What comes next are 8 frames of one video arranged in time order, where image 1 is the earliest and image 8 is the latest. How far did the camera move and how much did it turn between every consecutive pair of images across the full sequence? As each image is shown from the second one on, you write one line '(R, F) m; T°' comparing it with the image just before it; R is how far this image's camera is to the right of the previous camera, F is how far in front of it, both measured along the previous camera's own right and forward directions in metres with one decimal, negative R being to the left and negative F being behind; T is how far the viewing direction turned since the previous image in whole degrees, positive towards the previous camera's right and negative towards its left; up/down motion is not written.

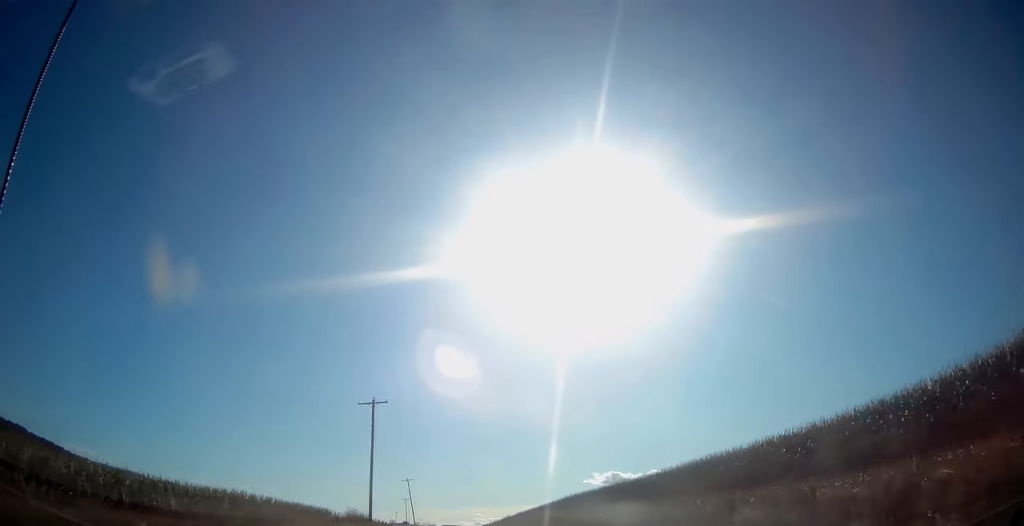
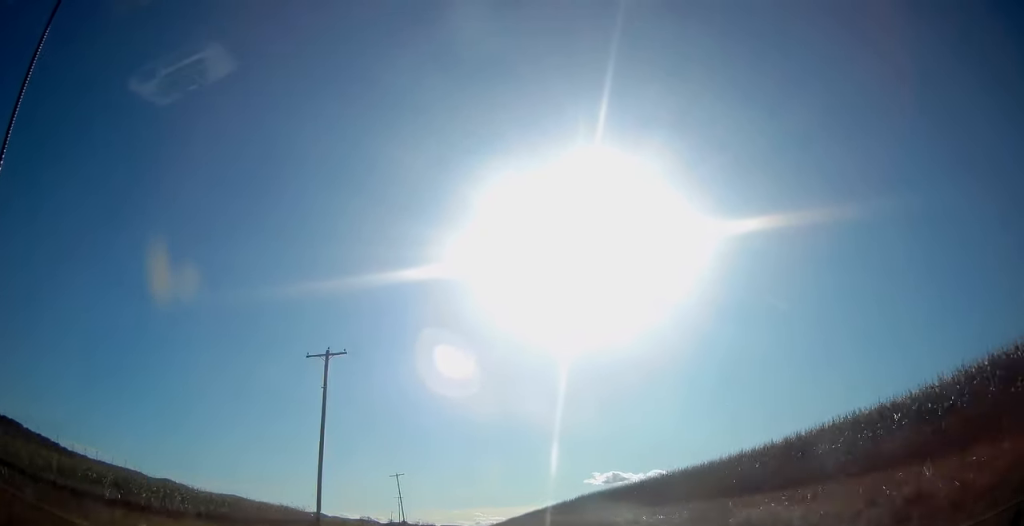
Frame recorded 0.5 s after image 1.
(-0.1, +13.6) m; 0°
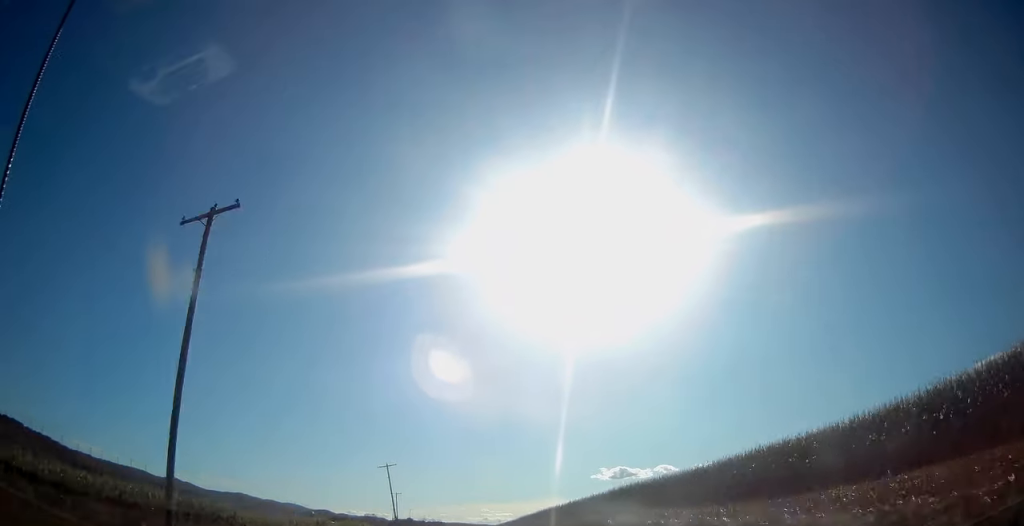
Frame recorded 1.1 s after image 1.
(-0.2, +15.3) m; 0°
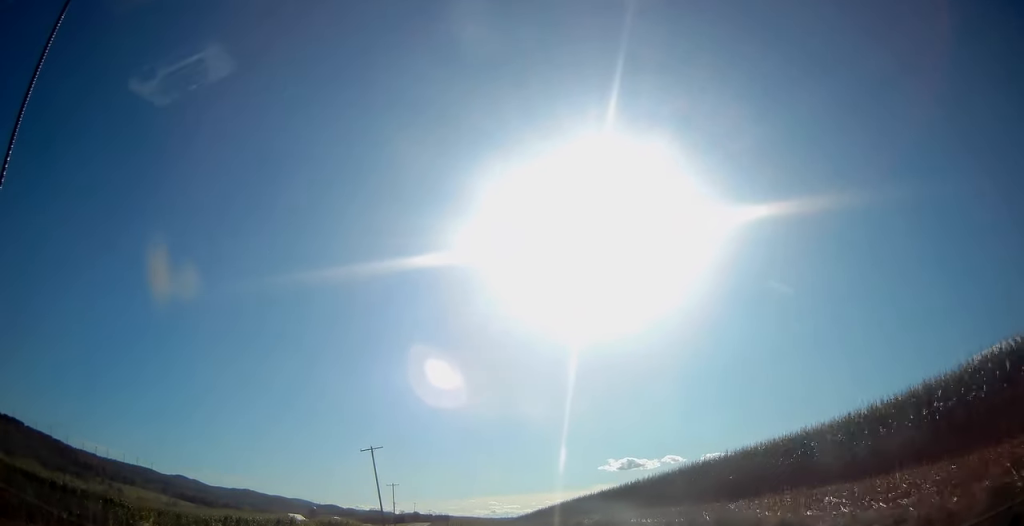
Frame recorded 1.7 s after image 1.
(+0.1, +15.1) m; 0°
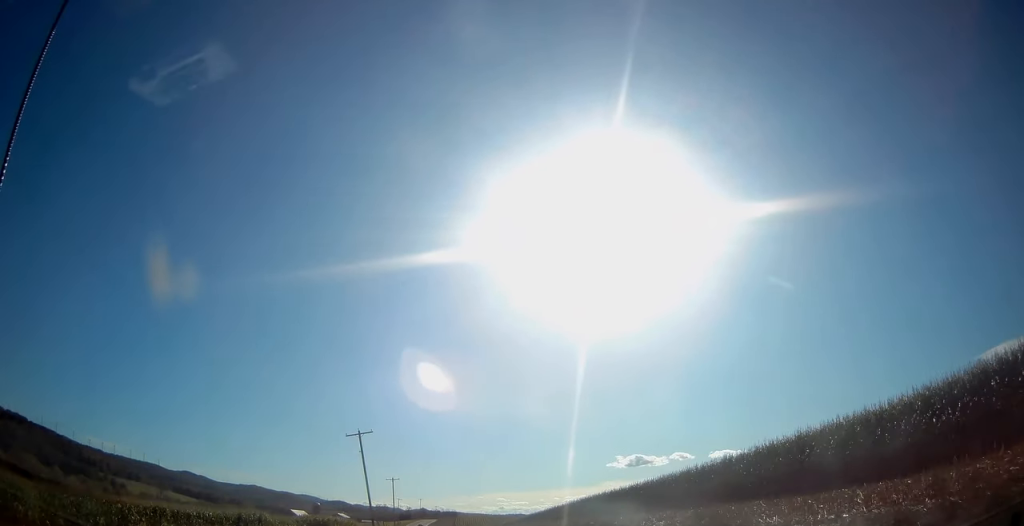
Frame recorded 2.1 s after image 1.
(+0.1, +10.0) m; 0°
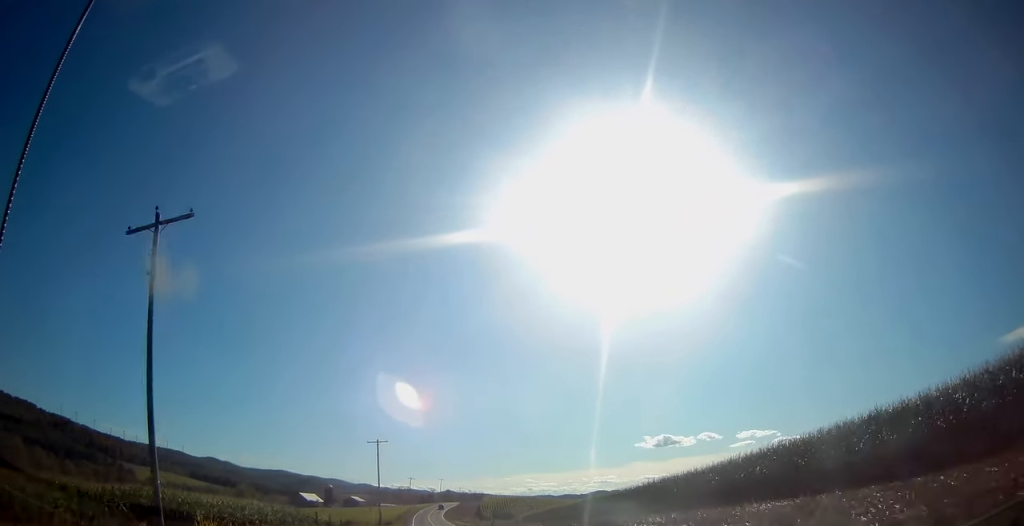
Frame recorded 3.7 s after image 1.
(-0.7, +37.6) m; -2°
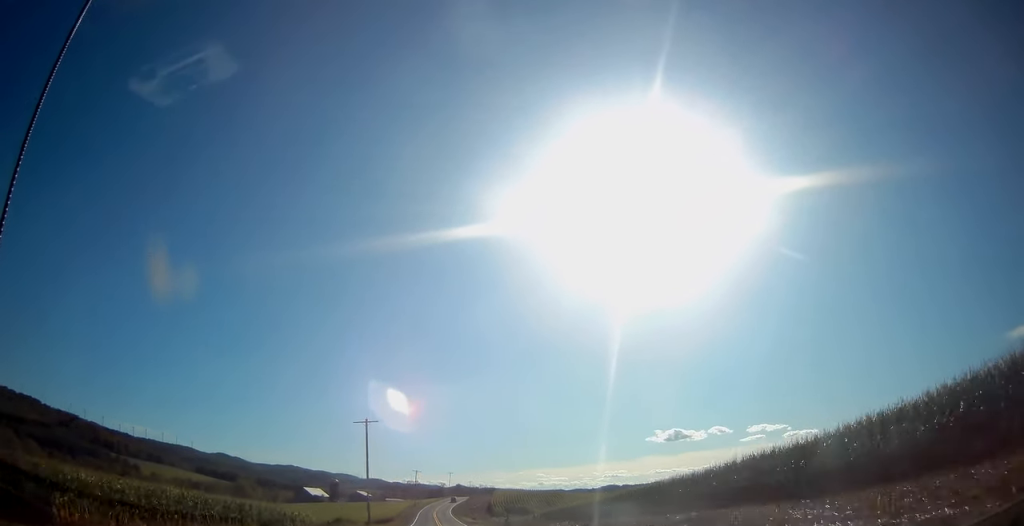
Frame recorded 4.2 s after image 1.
(+0.1, +12.1) m; -1°
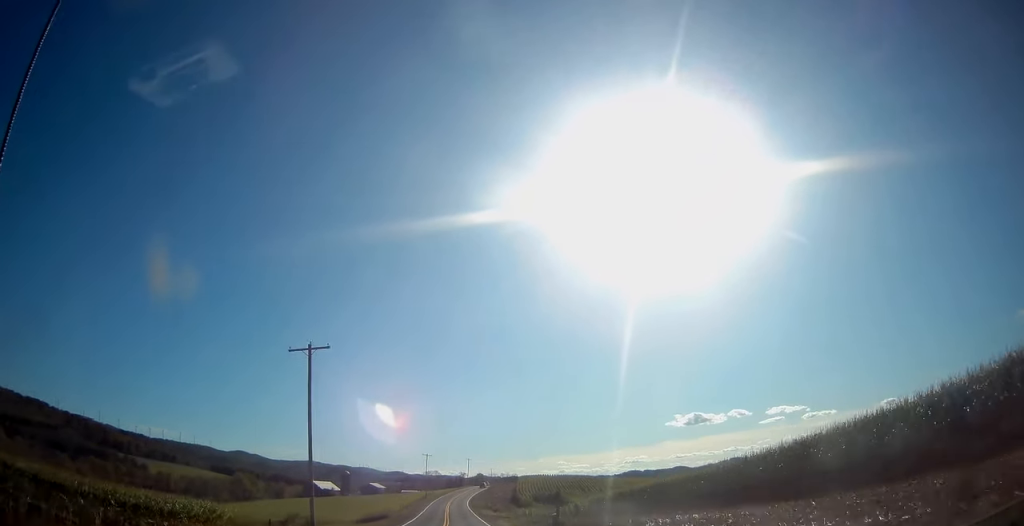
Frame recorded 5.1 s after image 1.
(-0.8, +23.3) m; -2°
